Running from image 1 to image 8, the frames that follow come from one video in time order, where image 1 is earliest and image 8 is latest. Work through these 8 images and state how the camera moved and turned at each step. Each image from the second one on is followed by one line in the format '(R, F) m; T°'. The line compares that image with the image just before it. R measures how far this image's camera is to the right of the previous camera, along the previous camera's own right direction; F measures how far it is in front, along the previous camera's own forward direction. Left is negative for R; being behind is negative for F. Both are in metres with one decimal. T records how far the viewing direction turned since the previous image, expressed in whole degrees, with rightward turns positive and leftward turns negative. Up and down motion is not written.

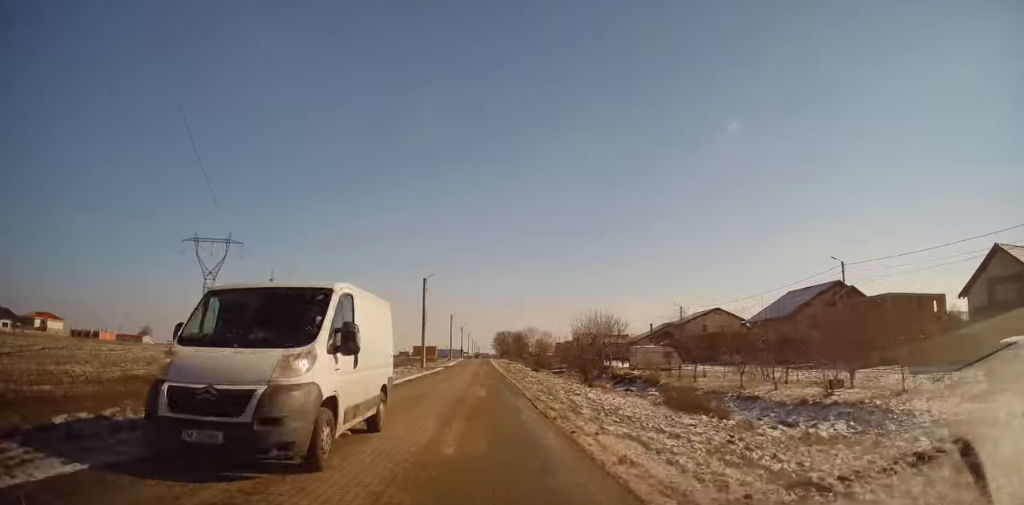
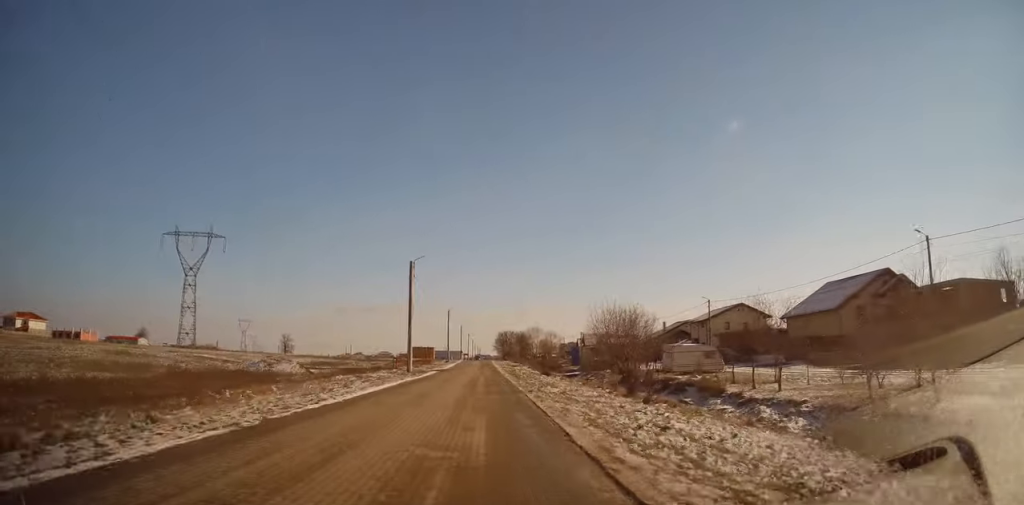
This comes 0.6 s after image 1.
(+0.1, +9.3) m; -1°
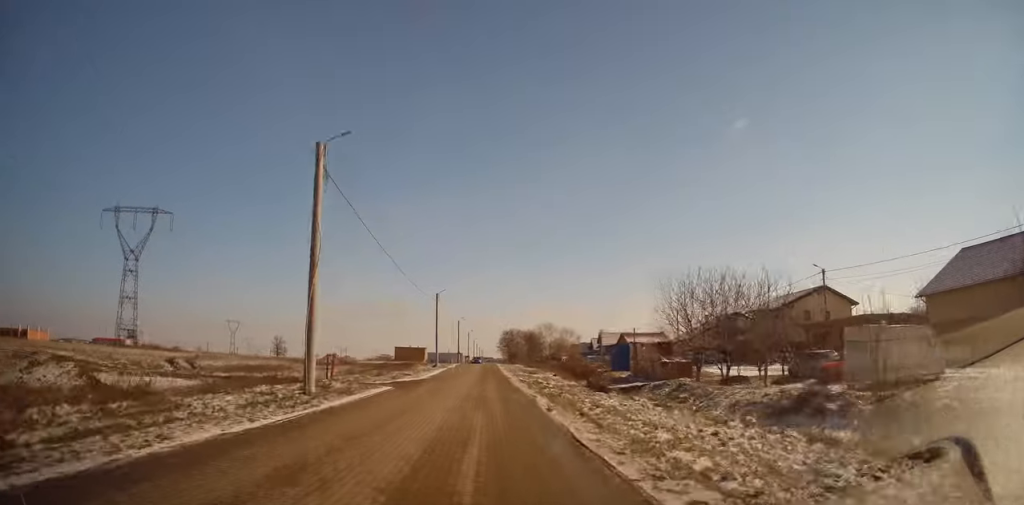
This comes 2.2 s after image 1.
(-0.7, +23.0) m; -1°
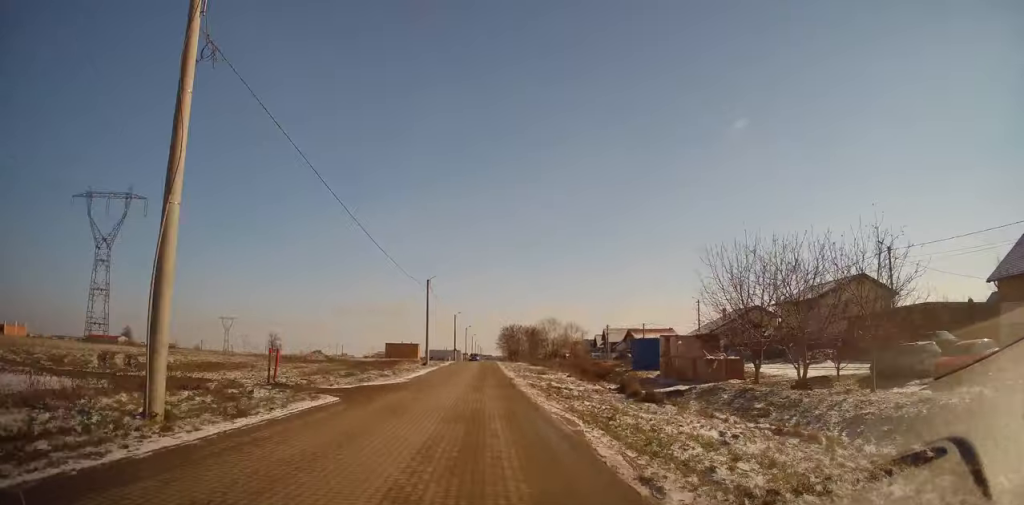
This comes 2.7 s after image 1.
(0.0, +8.1) m; +1°
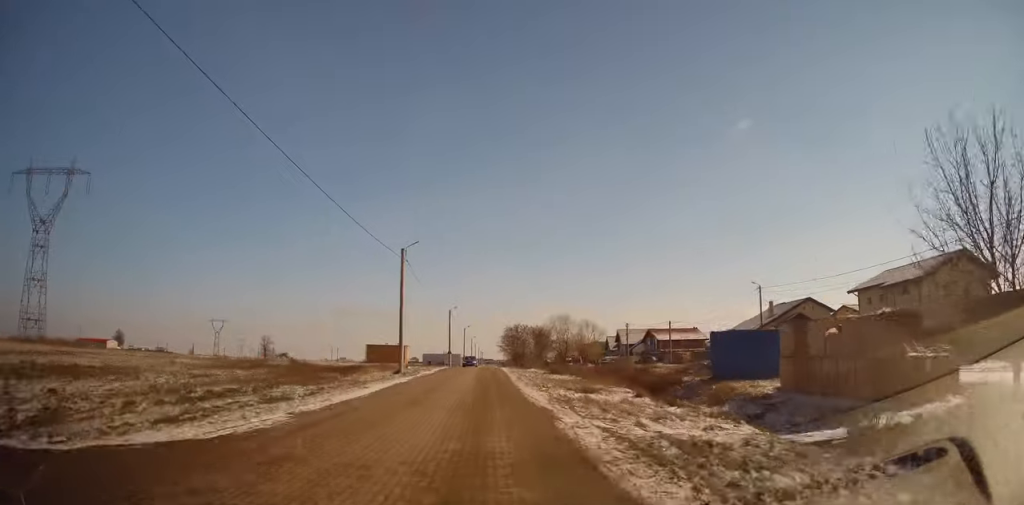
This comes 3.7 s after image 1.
(+0.2, +16.0) m; 0°
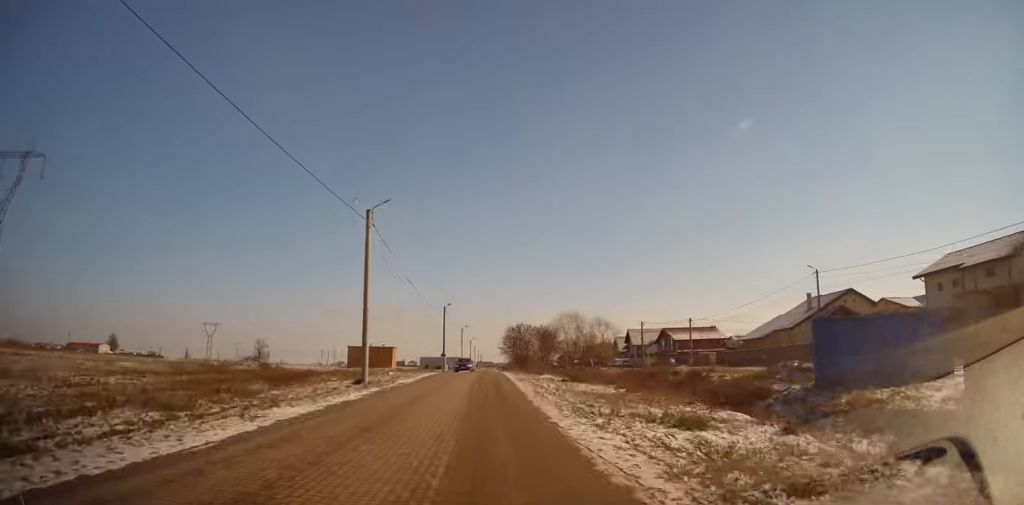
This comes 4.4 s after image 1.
(-0.2, +10.4) m; 0°
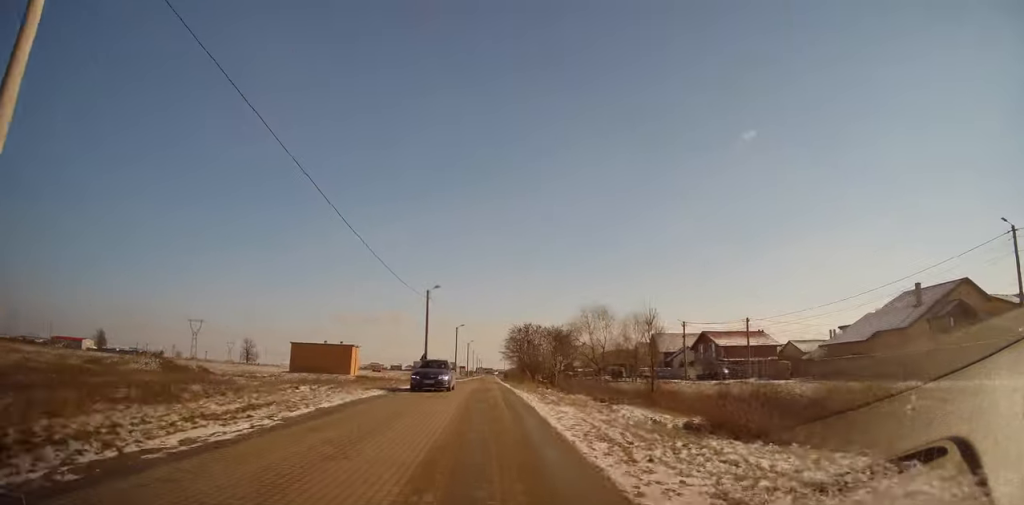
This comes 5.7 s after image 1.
(+0.3, +20.7) m; 0°
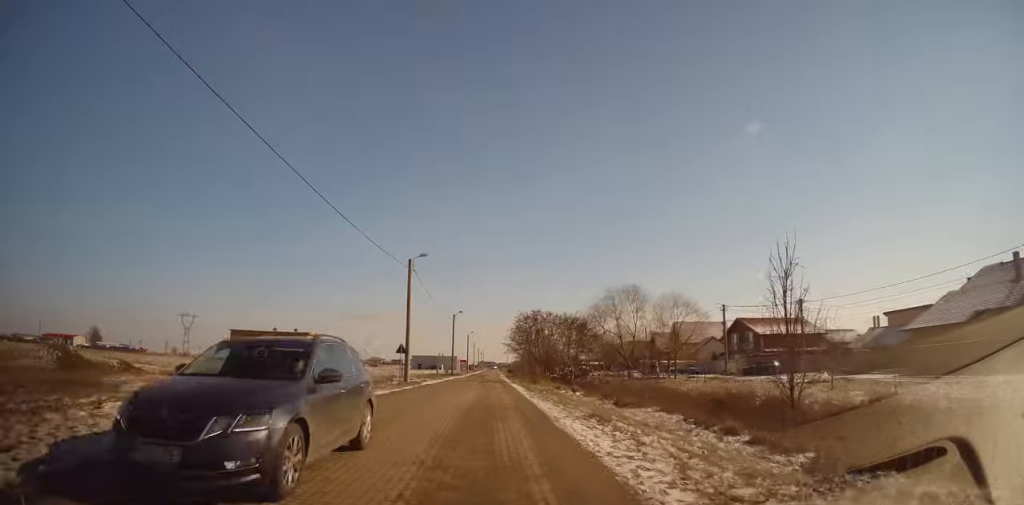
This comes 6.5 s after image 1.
(-0.5, +12.3) m; 0°
